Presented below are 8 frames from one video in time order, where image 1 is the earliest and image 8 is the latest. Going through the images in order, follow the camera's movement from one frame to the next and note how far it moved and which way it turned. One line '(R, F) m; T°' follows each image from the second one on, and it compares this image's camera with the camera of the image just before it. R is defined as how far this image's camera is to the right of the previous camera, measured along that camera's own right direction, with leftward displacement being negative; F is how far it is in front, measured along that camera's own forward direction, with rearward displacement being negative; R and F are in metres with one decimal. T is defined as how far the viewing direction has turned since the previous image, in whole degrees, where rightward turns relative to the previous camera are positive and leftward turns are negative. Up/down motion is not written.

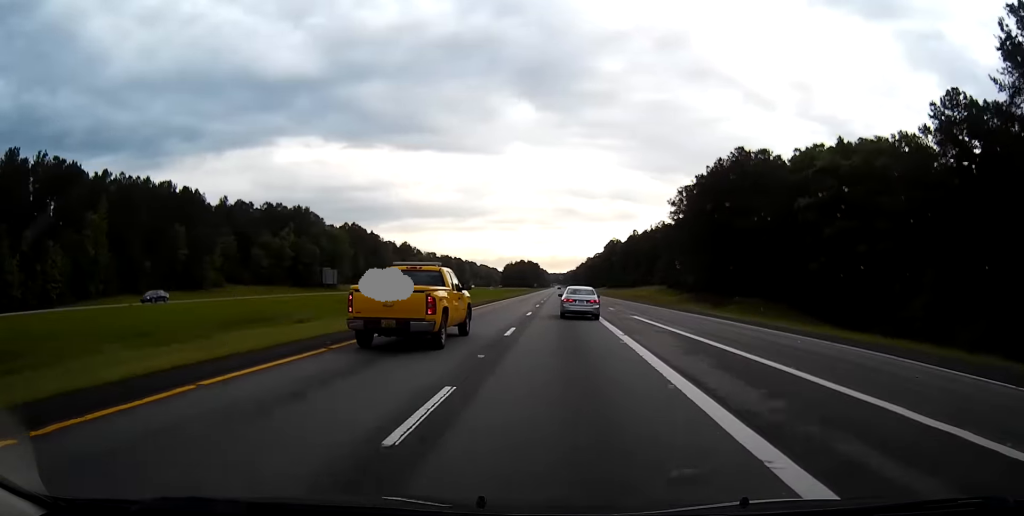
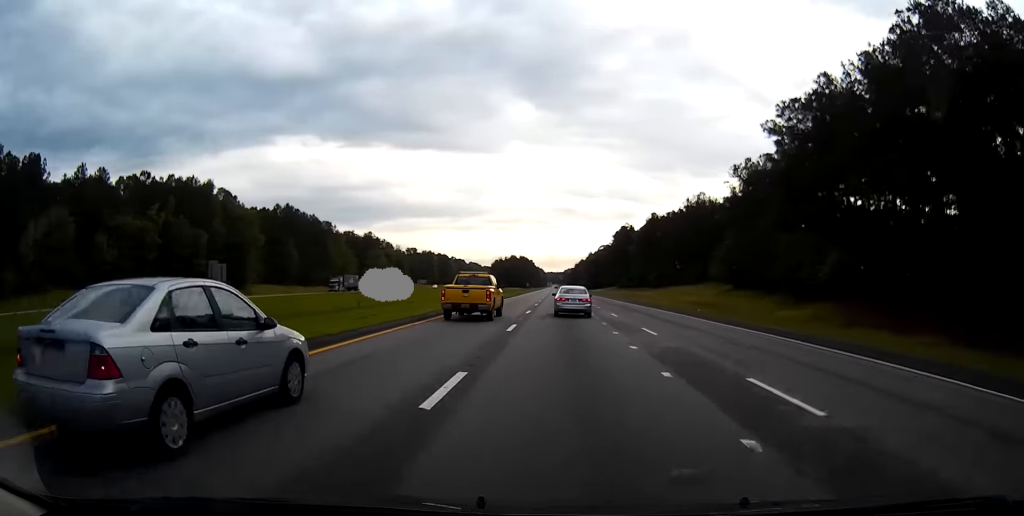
(-0.3, +59.5) m; 0°
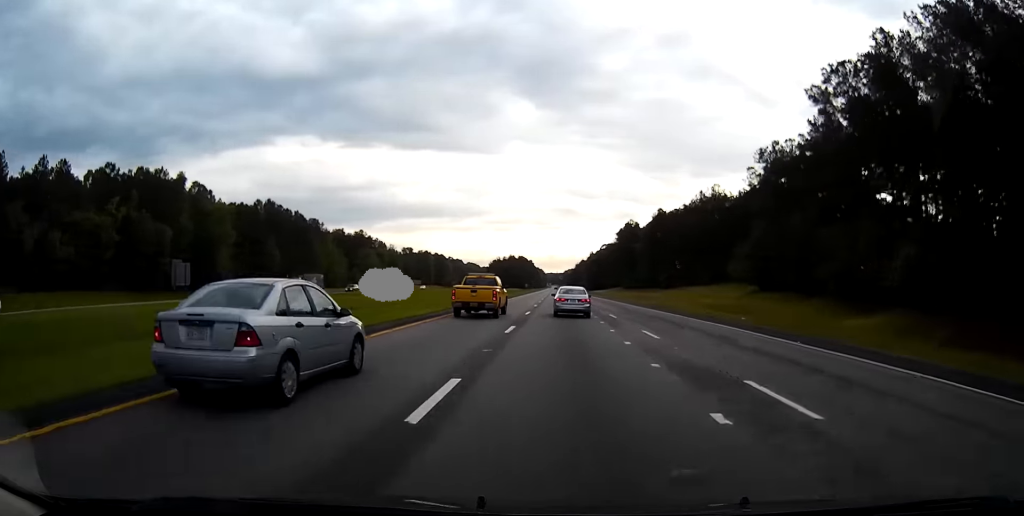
(-0.4, +12.9) m; 0°
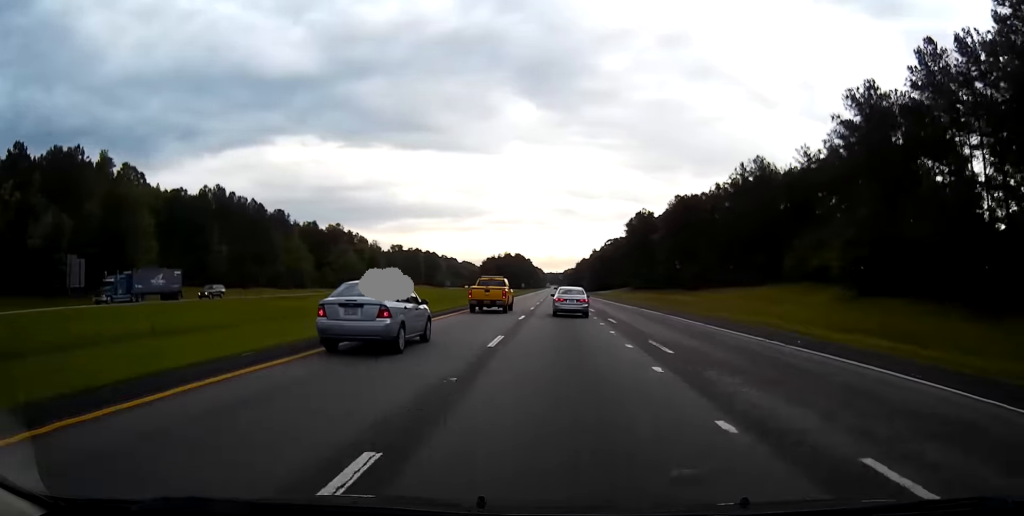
(-0.1, +28.7) m; +1°
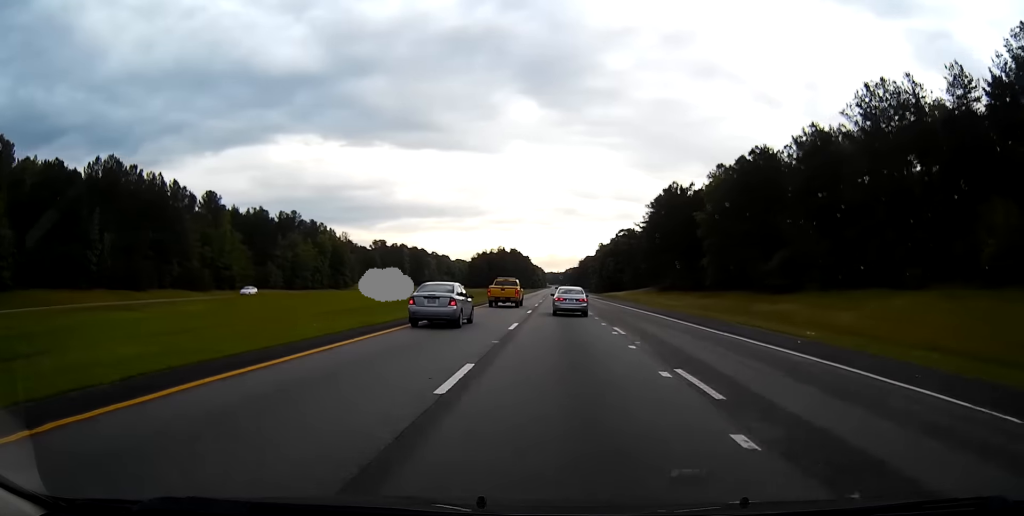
(+0.7, +42.5) m; 0°
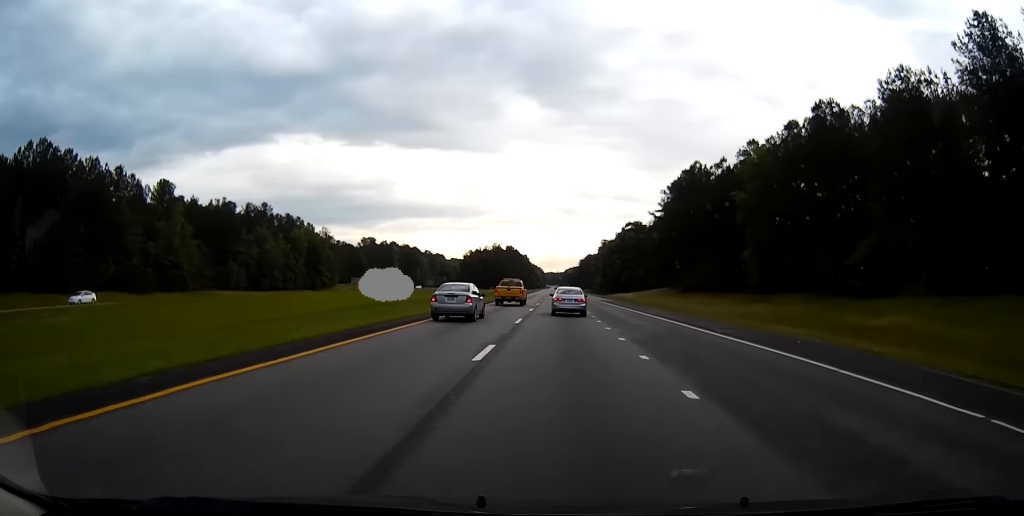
(-0.4, +20.9) m; 0°
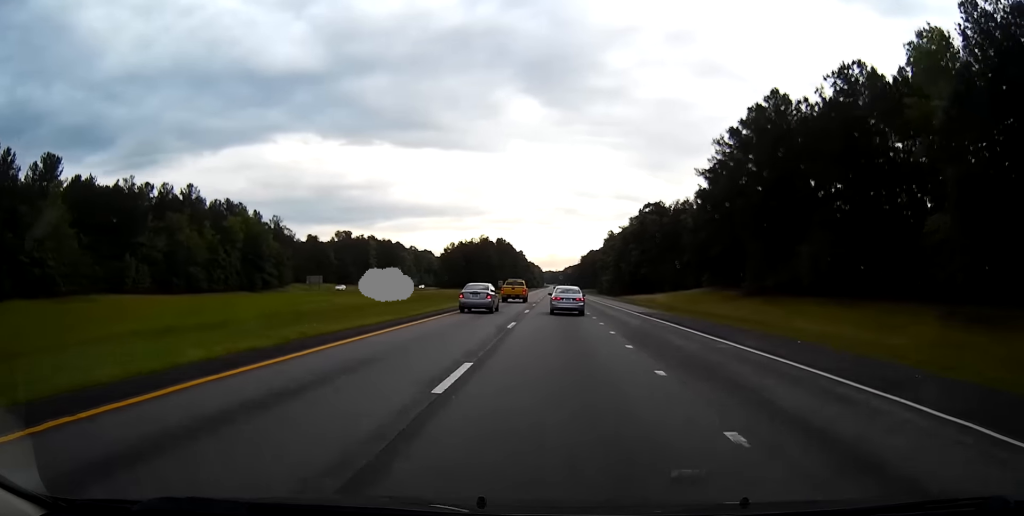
(+0.3, +39.8) m; 0°
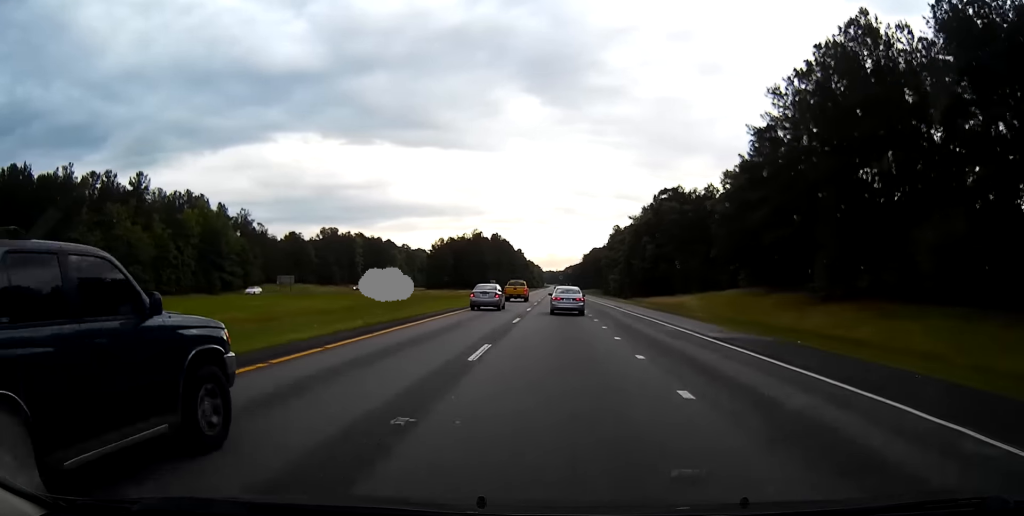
(-0.2, +21.0) m; -1°
